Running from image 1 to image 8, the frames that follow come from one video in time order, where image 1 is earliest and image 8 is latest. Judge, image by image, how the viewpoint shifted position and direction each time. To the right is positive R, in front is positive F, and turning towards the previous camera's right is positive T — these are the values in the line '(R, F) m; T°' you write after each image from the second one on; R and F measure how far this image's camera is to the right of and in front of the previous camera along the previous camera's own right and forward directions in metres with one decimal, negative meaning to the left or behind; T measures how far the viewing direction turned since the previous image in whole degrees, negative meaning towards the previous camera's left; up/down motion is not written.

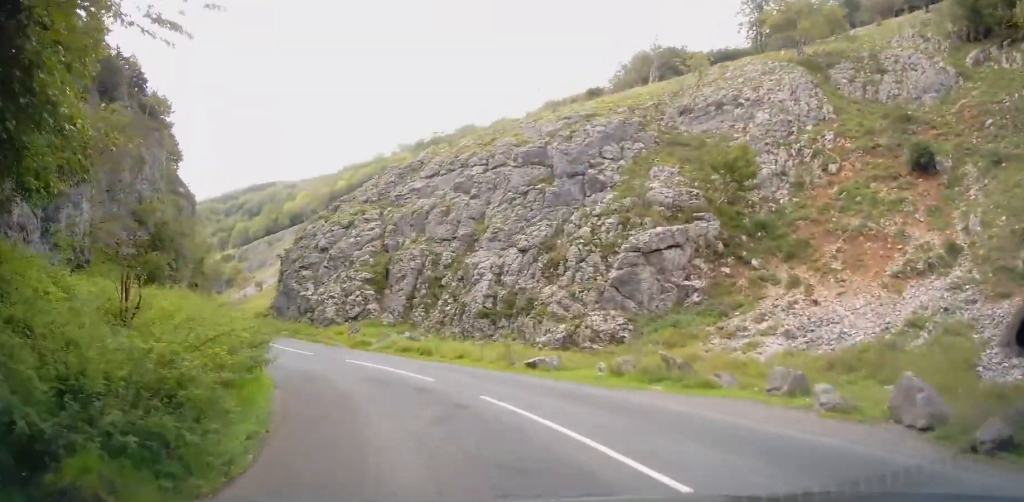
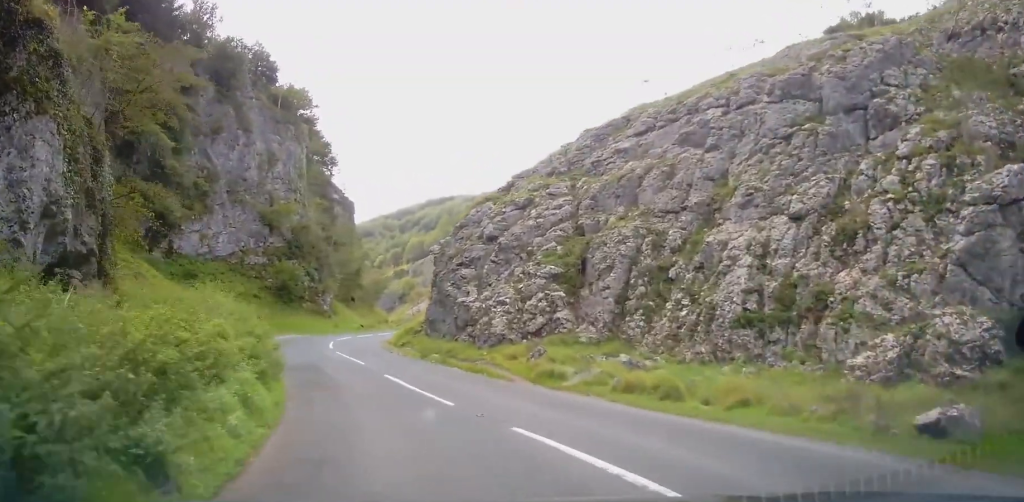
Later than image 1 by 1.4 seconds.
(-1.6, +10.2) m; -13°
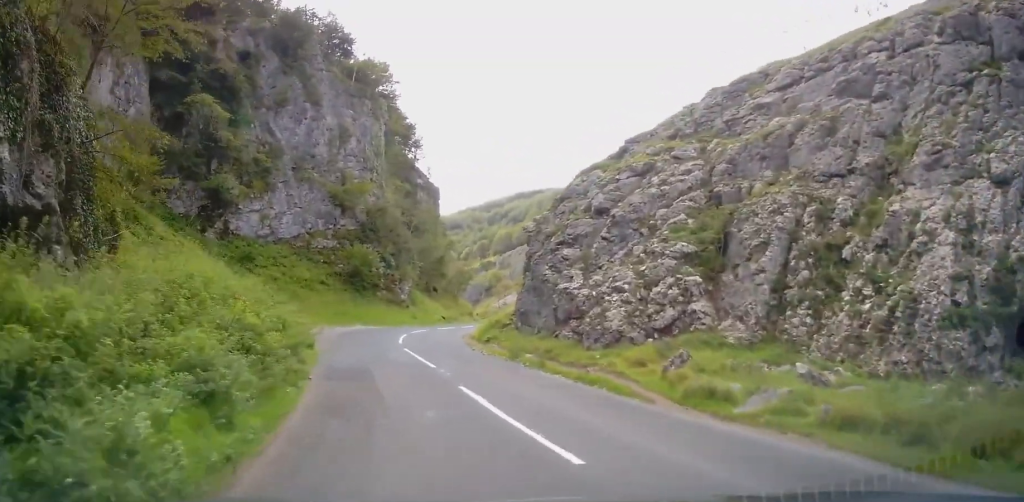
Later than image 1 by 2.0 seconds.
(+0.1, +5.3) m; -6°
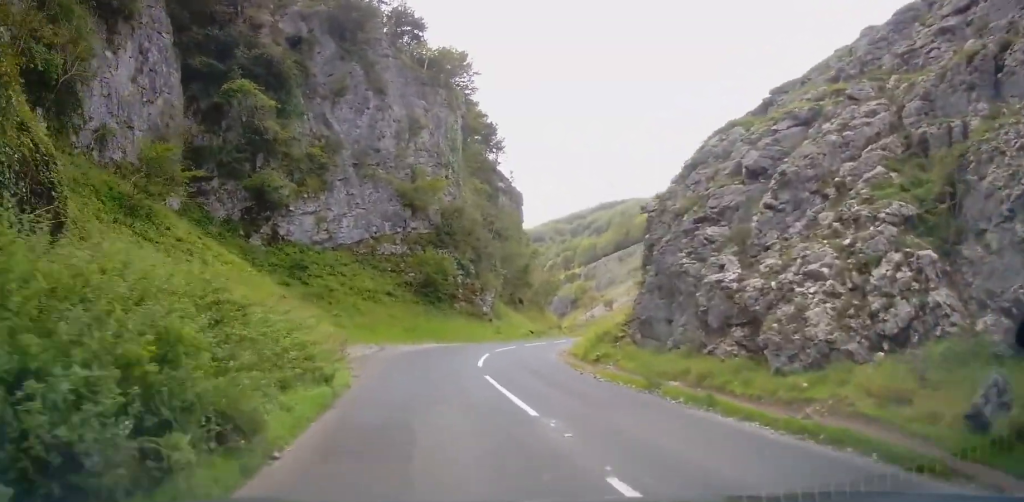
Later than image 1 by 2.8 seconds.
(-0.8, +6.2) m; -5°
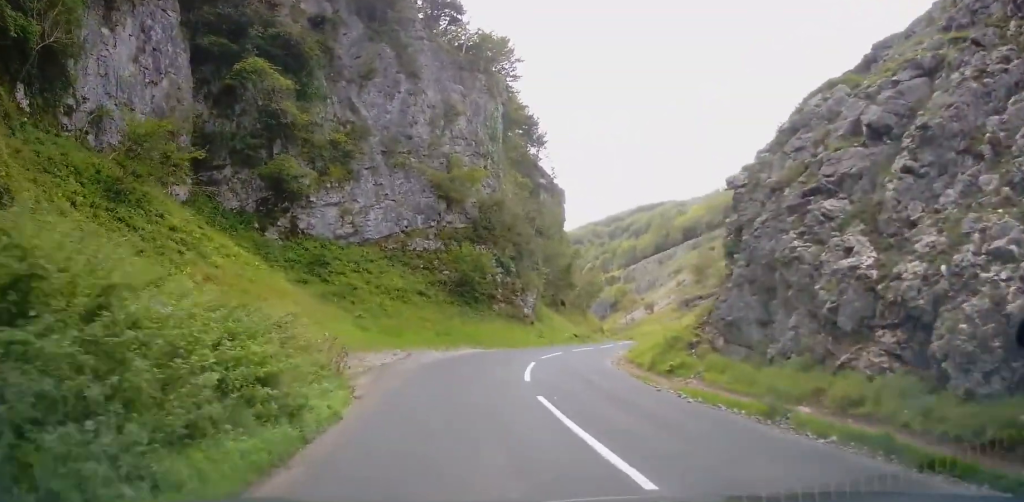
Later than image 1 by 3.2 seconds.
(-0.1, +3.7) m; -2°
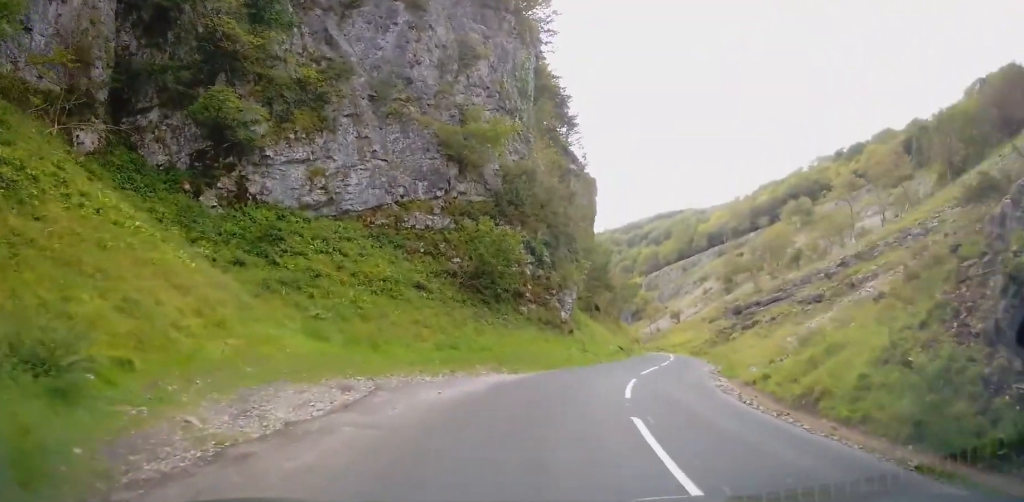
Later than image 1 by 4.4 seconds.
(-0.3, +10.4) m; -3°
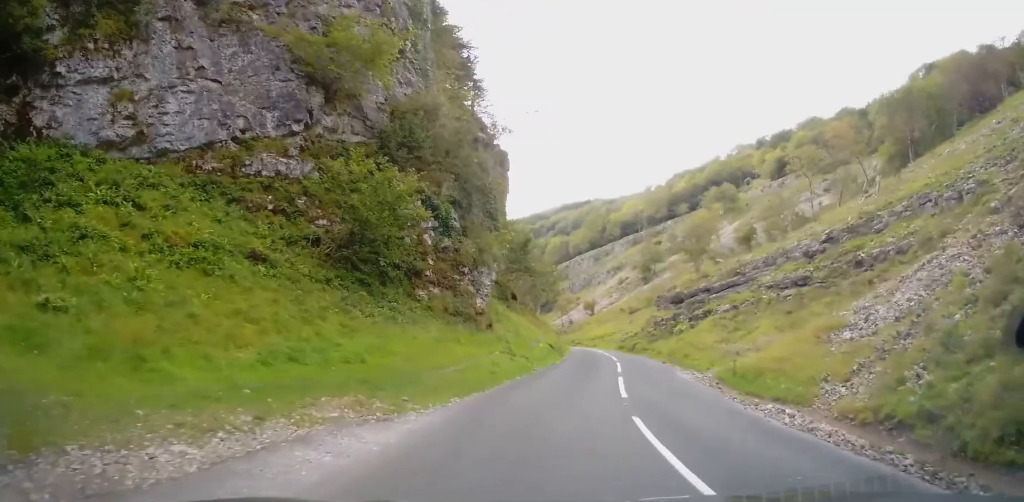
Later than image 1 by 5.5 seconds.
(-0.1, +9.2) m; +5°
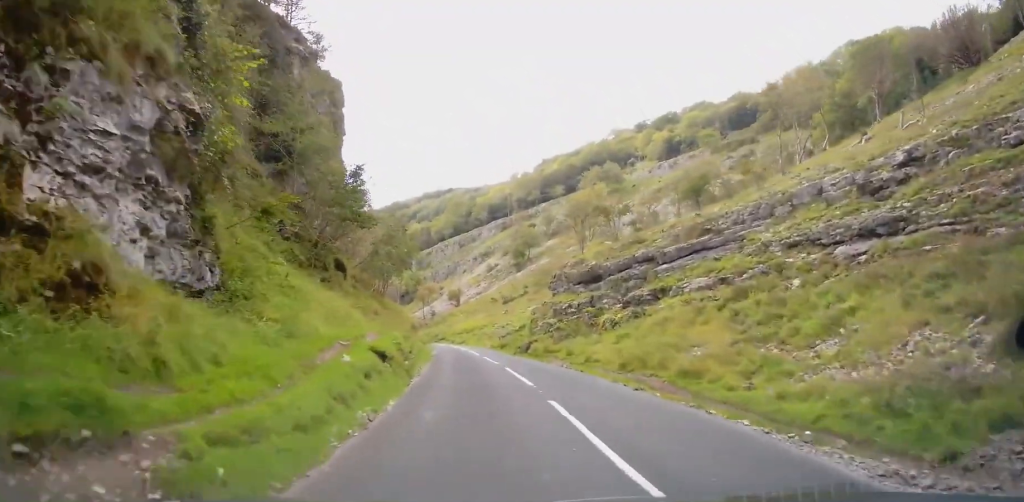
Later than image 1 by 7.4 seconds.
(+2.4, +17.3) m; +10°
